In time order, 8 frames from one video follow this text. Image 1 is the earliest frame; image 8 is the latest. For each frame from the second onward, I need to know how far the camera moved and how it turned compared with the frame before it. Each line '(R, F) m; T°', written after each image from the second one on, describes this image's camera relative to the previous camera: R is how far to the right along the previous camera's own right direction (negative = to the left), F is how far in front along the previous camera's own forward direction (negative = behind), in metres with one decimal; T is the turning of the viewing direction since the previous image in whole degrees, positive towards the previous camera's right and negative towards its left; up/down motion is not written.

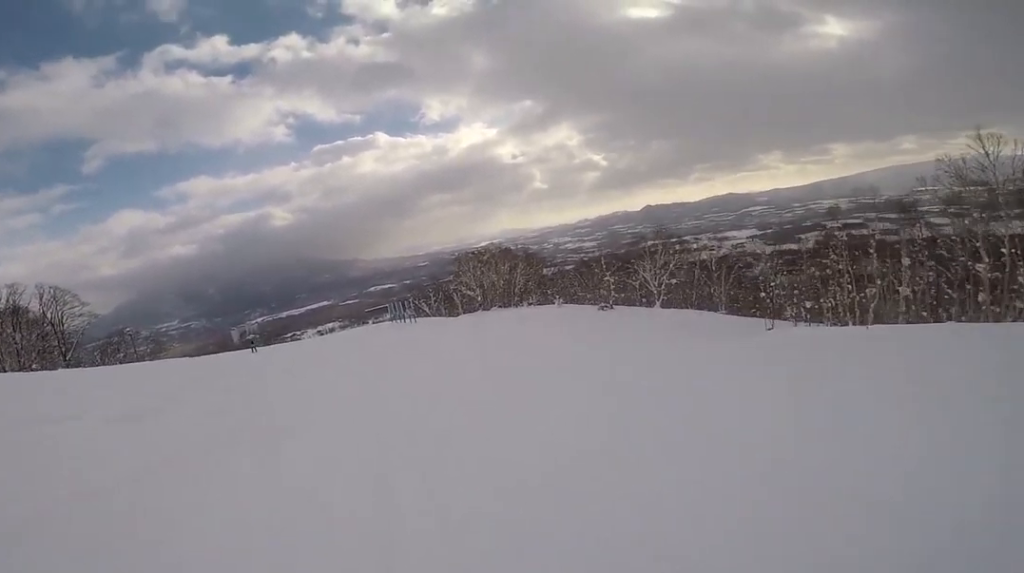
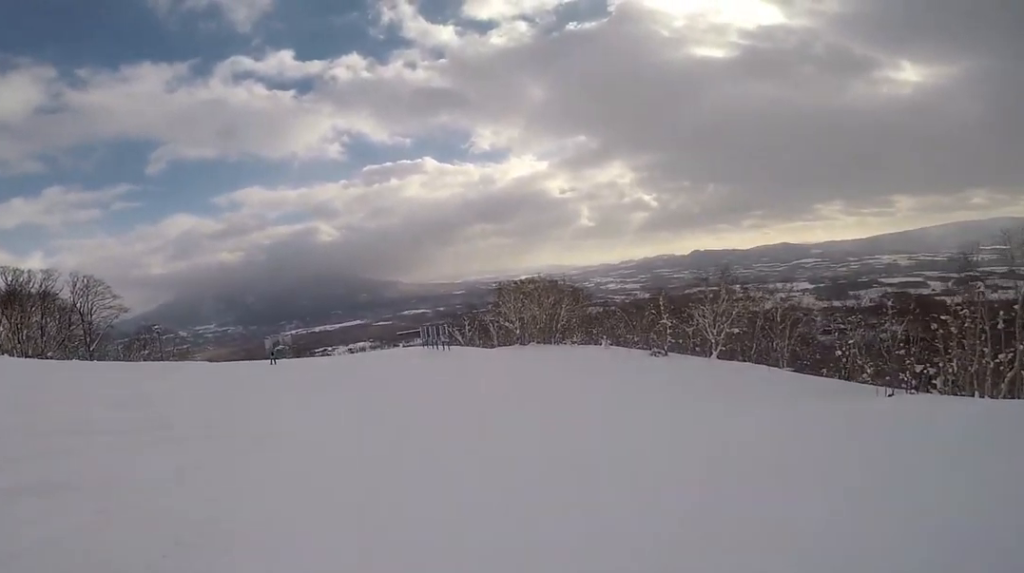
(-0.4, +4.6) m; 0°
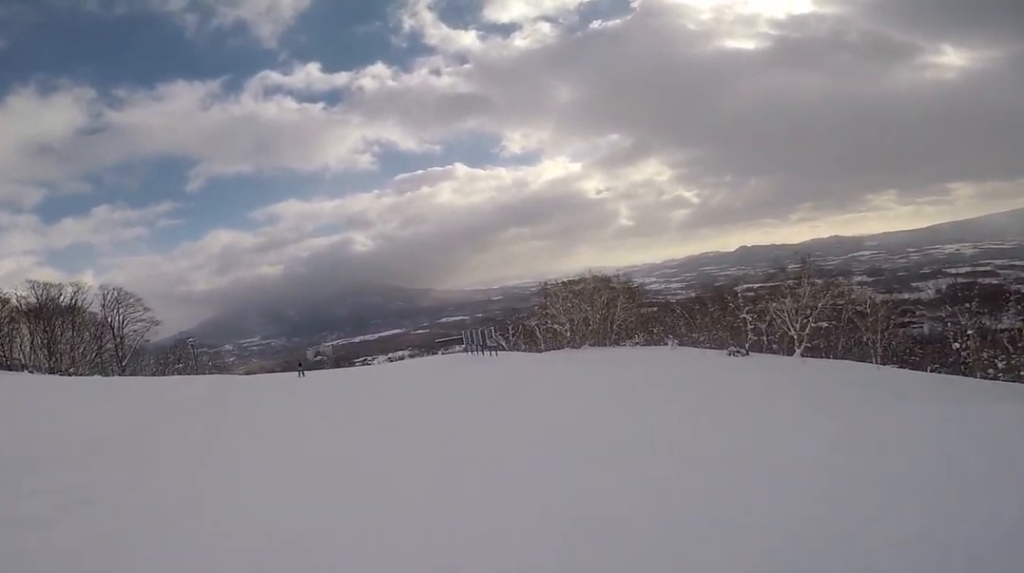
(+1.2, +6.0) m; 0°
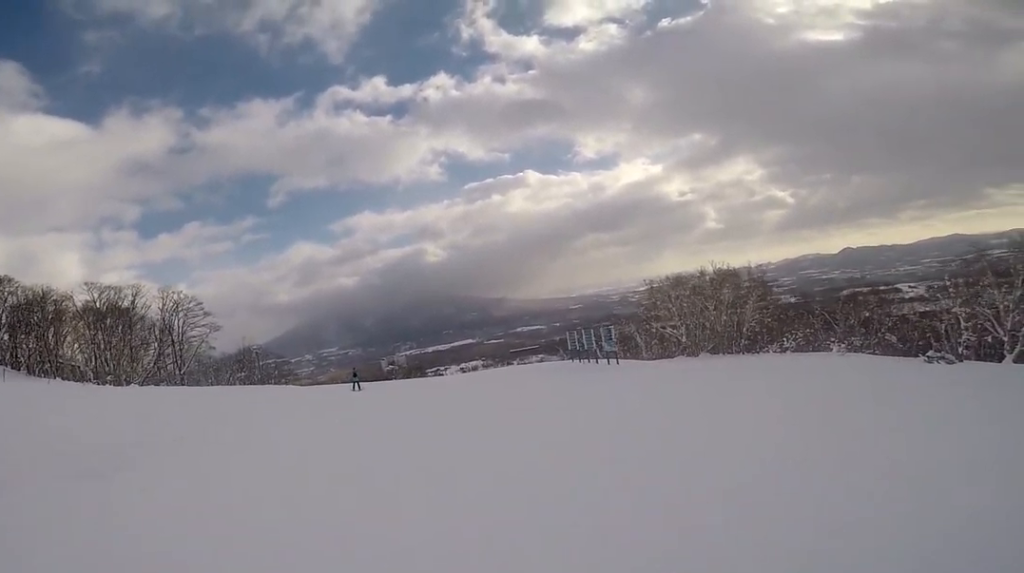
(-2.4, +11.5) m; -22°
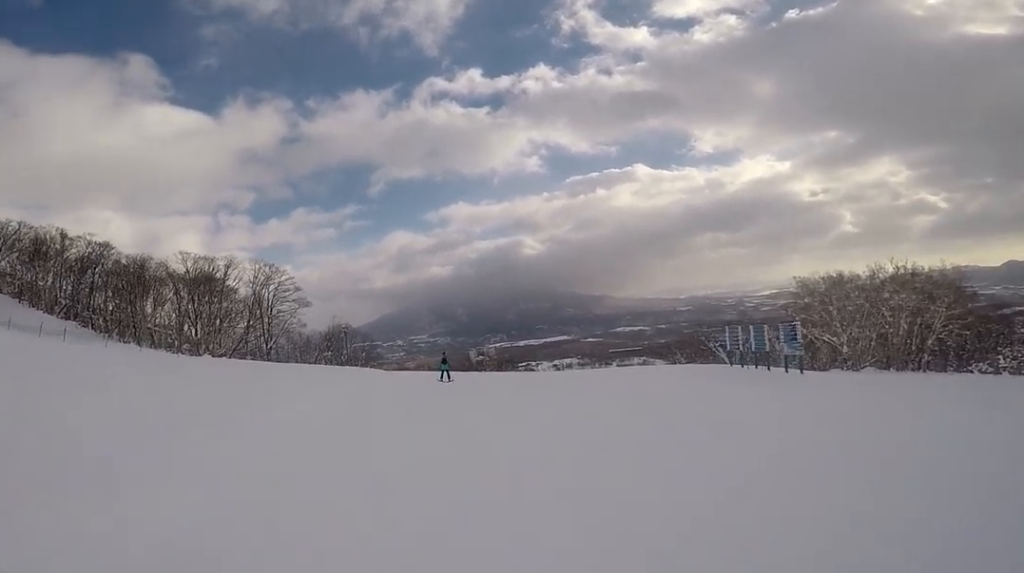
(-1.0, +7.8) m; -8°
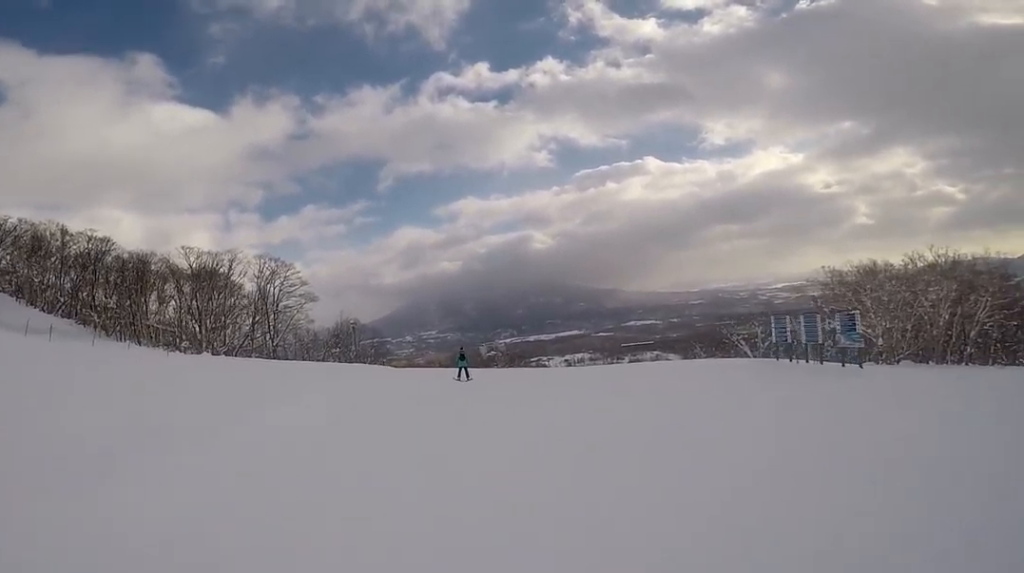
(-0.1, +3.2) m; 0°
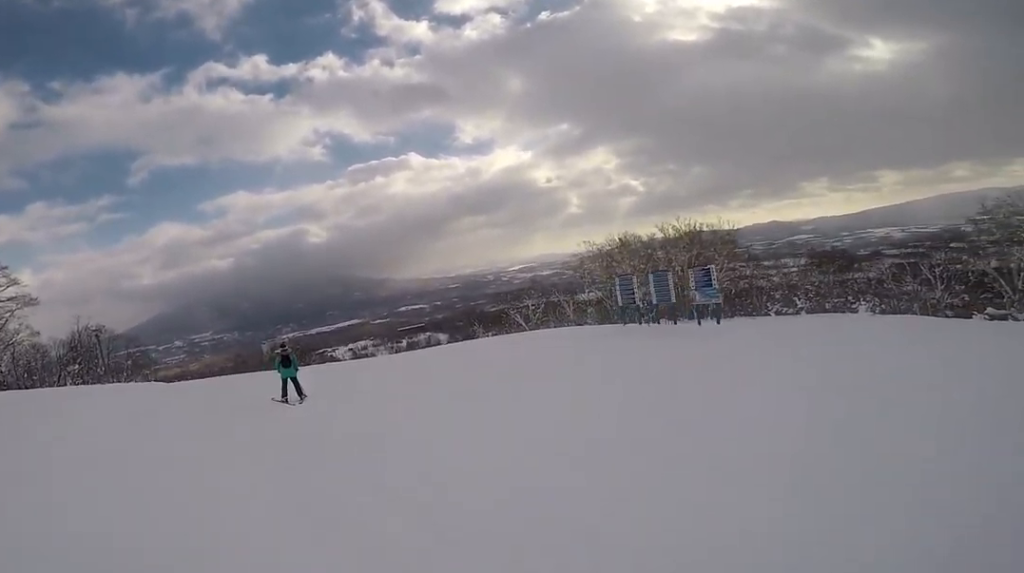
(+1.2, +10.2) m; +16°
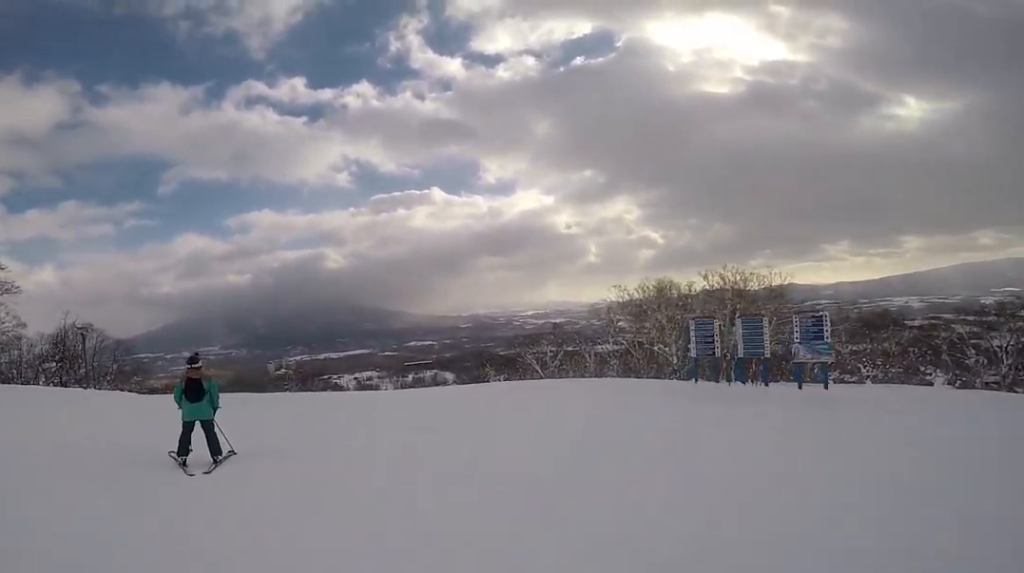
(+0.3, +5.5) m; +1°
